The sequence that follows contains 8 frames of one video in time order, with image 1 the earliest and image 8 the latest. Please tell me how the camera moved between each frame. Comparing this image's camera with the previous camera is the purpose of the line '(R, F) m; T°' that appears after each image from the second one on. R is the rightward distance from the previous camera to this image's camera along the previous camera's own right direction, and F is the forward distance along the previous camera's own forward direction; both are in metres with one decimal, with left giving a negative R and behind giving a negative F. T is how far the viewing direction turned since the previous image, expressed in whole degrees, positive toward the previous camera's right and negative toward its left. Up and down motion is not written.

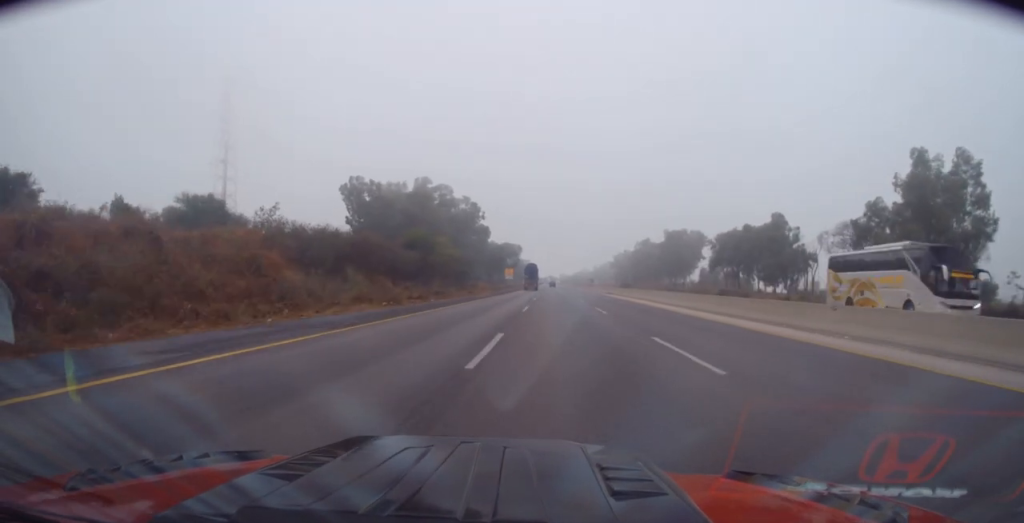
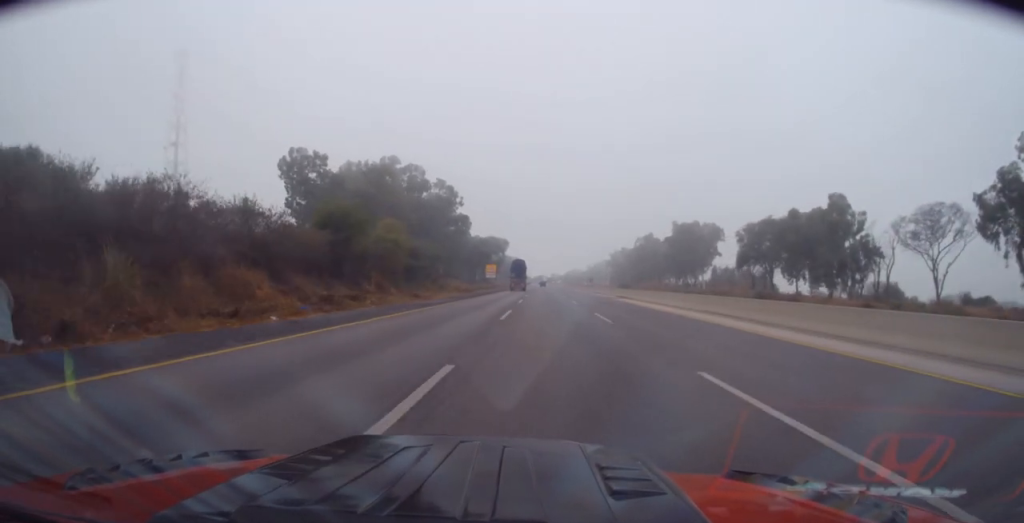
(0.0, +23.4) m; 0°
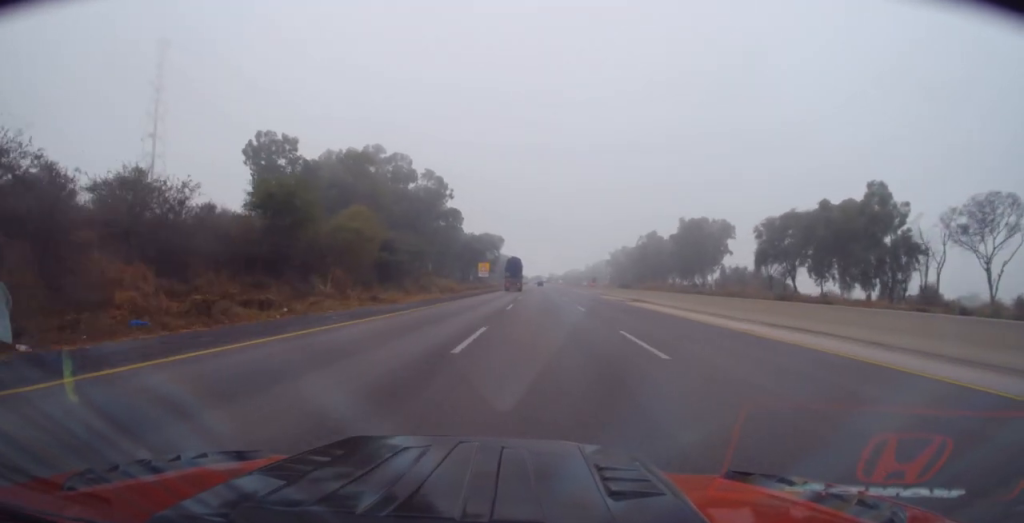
(0.0, +10.1) m; 0°
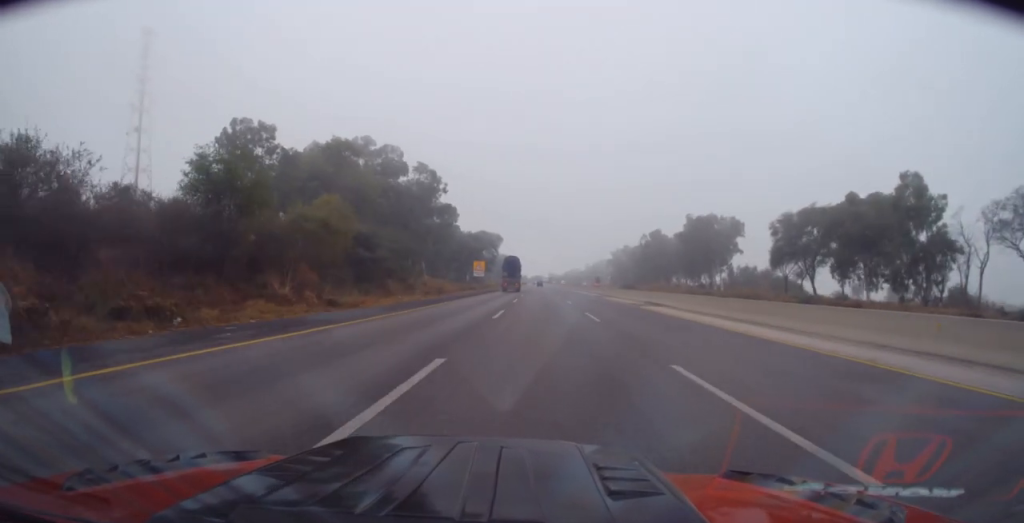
(0.0, +6.8) m; 0°
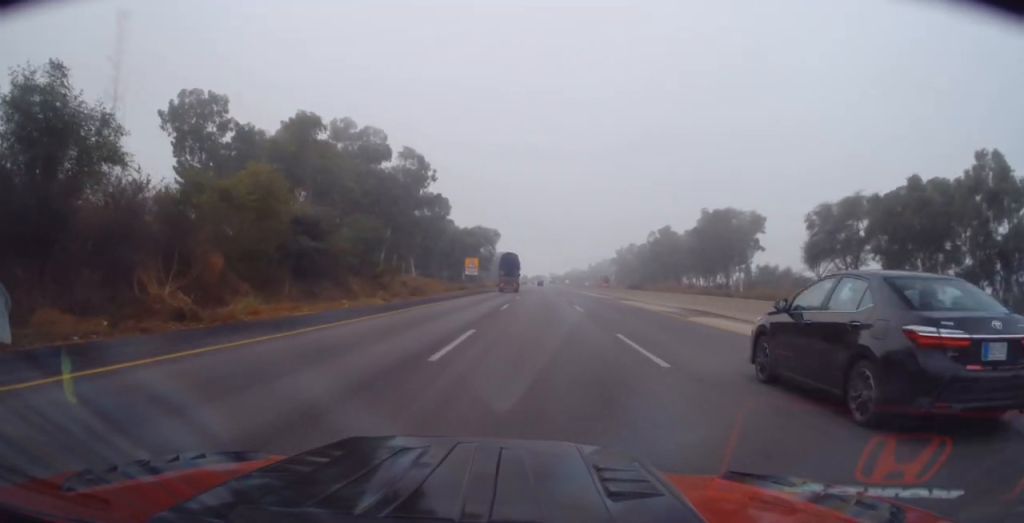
(0.0, +11.9) m; 0°
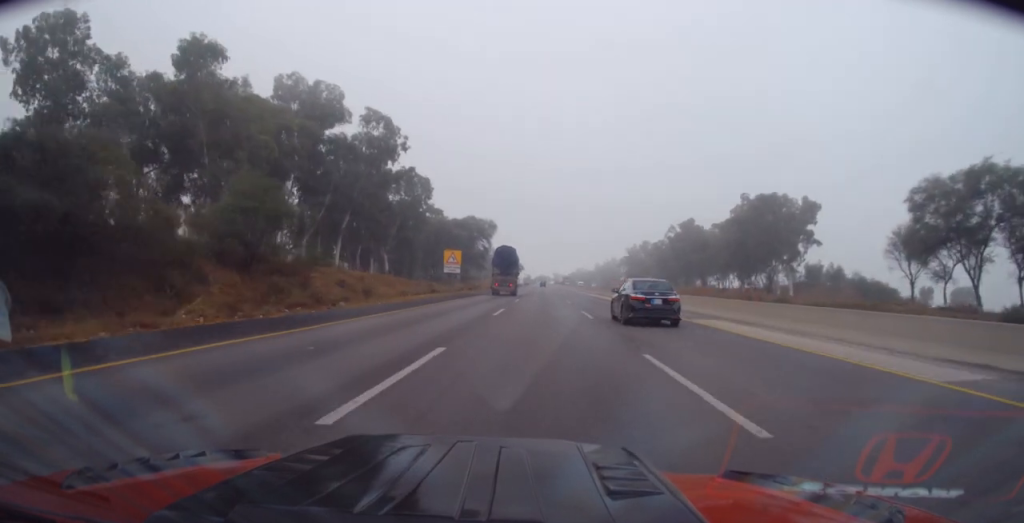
(0.0, +22.3) m; -1°
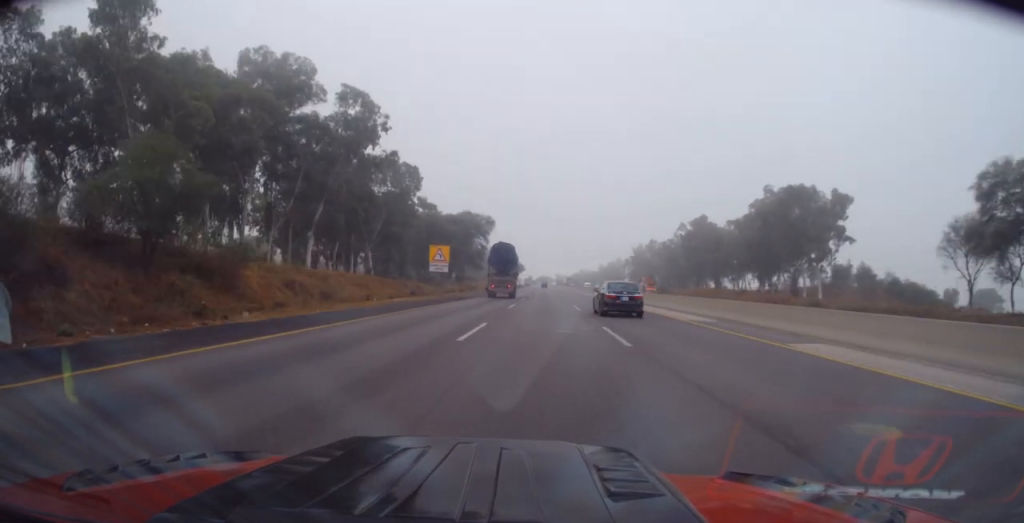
(-0.1, +9.8) m; 0°
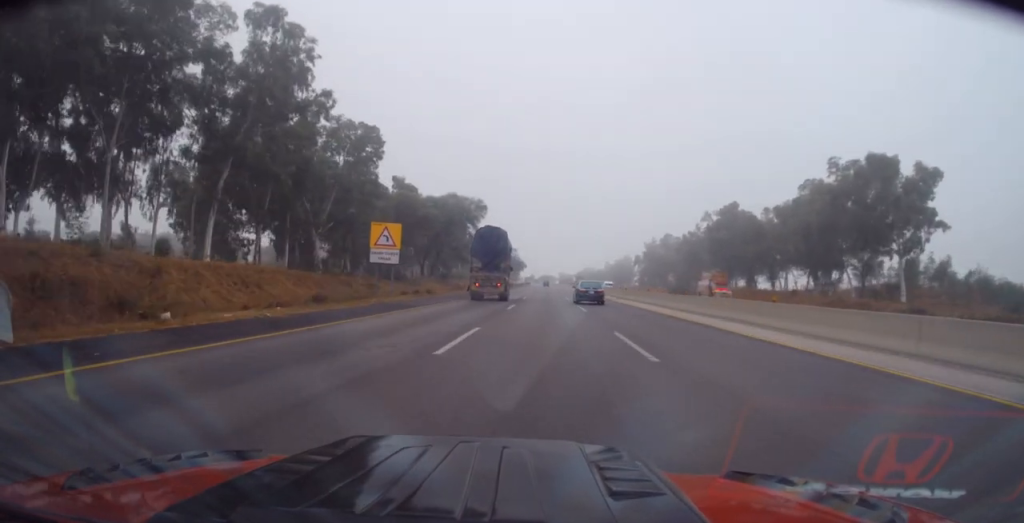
(0.0, +20.8) m; 0°
